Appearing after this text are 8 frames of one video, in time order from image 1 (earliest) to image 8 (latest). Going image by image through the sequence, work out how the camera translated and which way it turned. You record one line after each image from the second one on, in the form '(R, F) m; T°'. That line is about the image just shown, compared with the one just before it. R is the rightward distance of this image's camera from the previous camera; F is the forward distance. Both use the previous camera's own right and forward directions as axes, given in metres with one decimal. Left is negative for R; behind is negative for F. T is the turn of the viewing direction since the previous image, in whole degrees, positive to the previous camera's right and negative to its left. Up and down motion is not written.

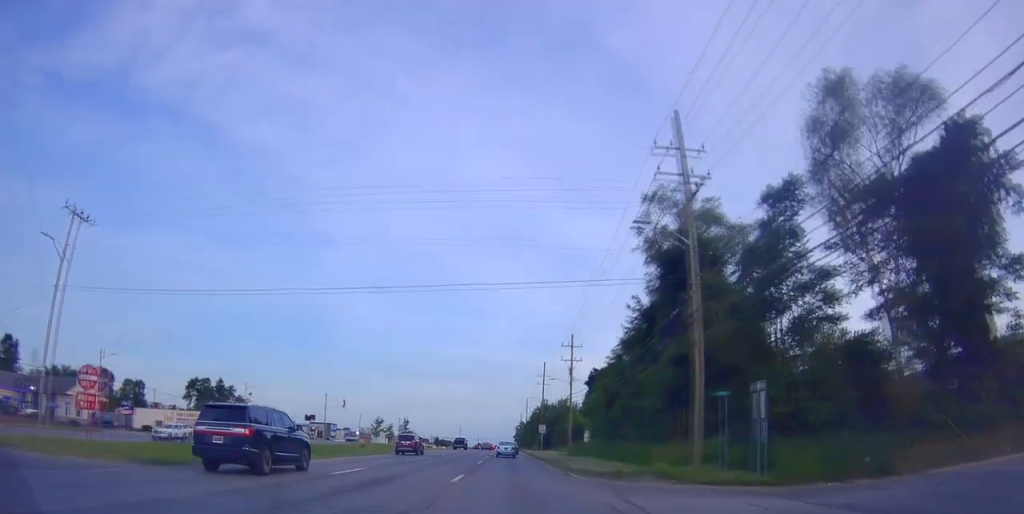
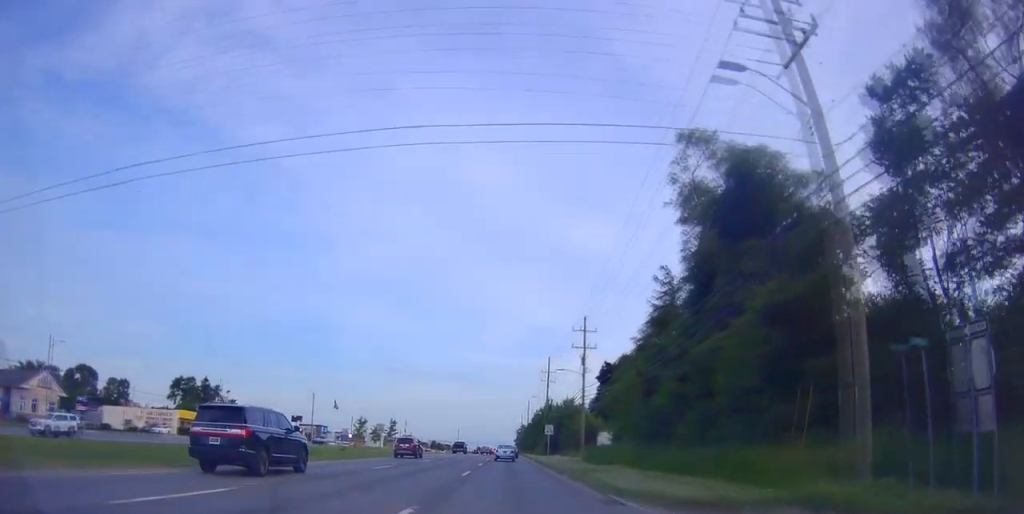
(-0.3, +11.5) m; 0°
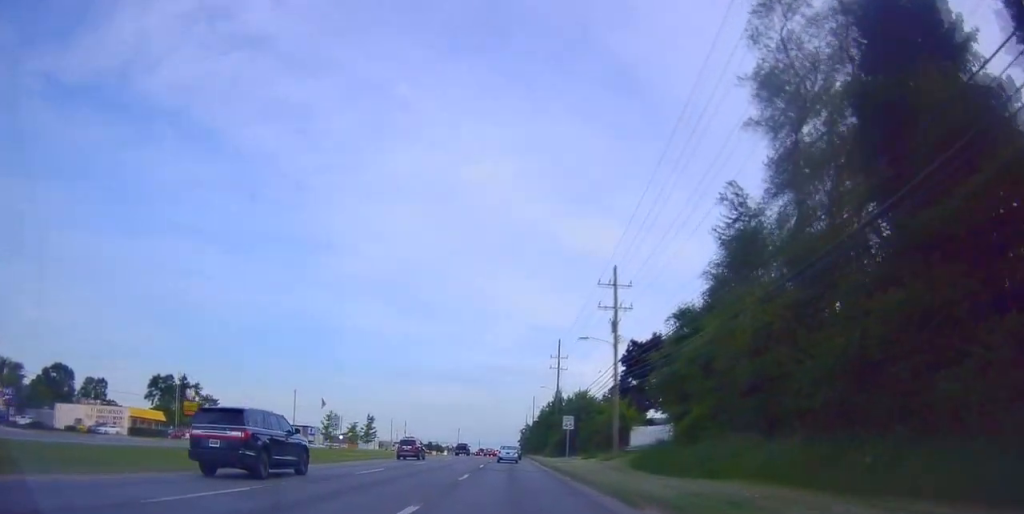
(+0.3, +16.3) m; +2°
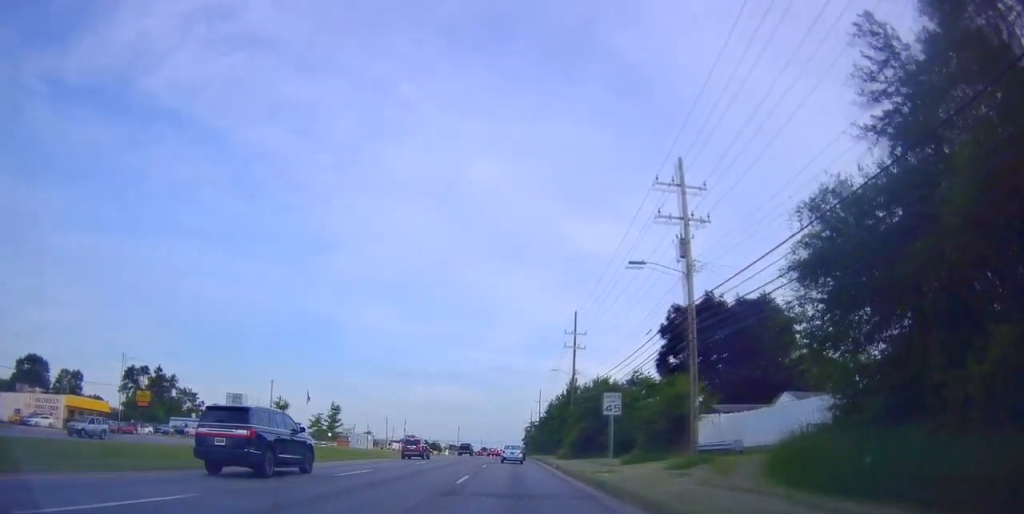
(+0.3, +17.0) m; 0°
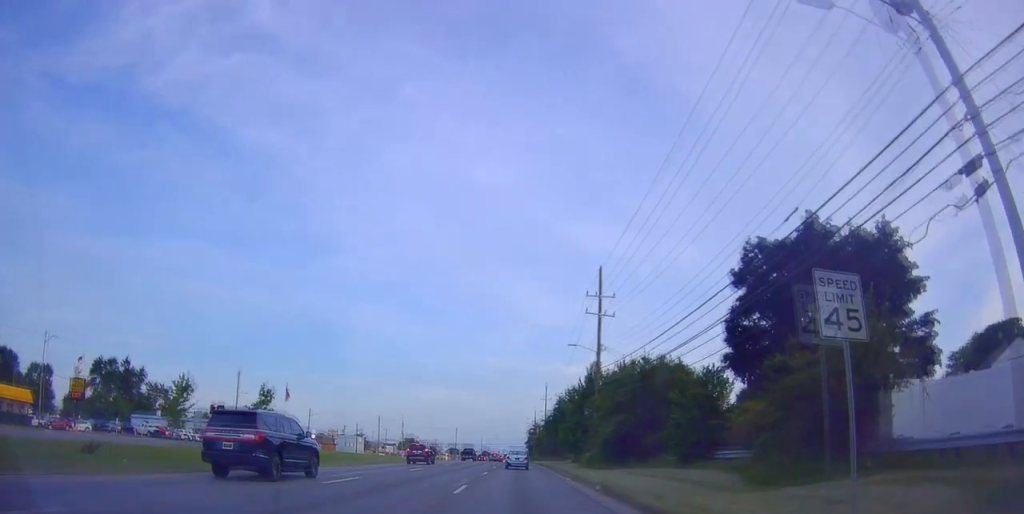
(-0.2, +18.1) m; -2°
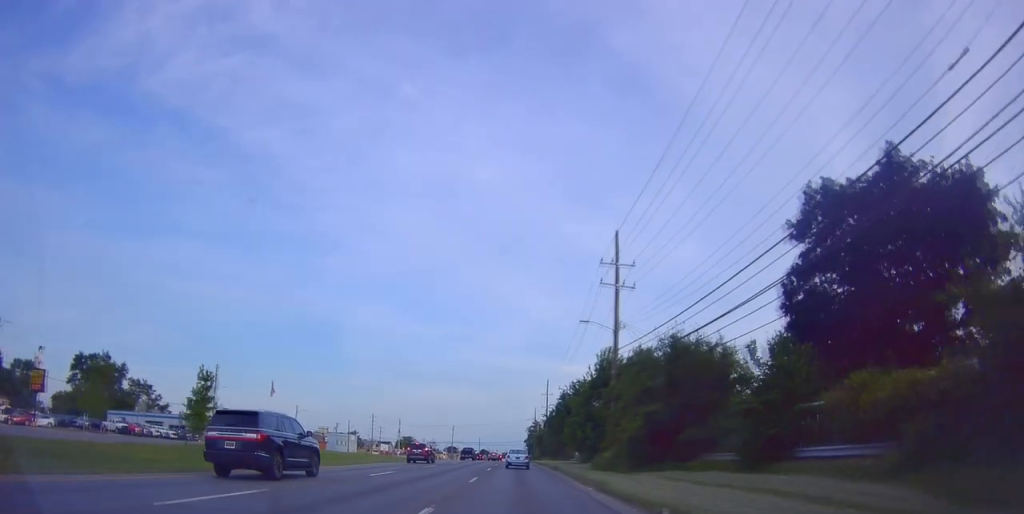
(-0.2, +9.0) m; -1°
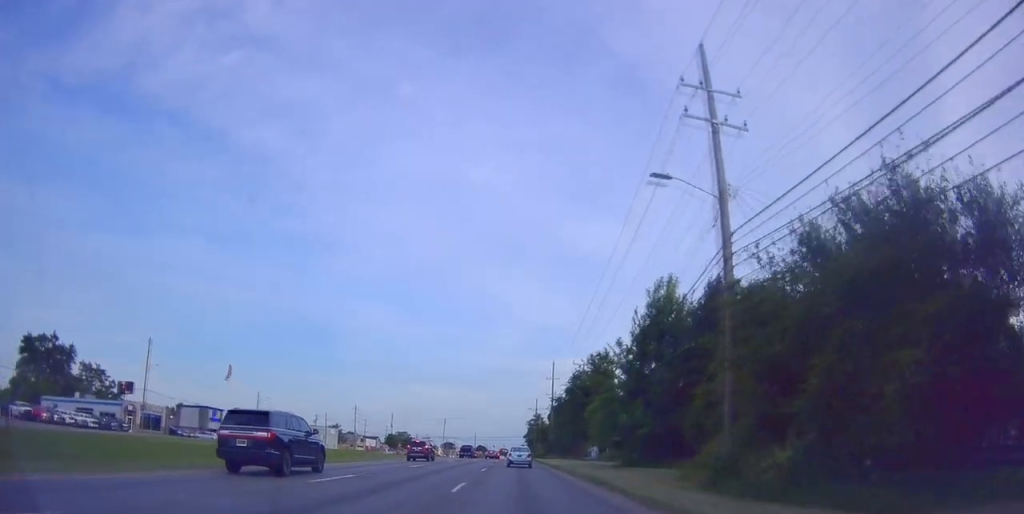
(-0.1, +22.3) m; +1°
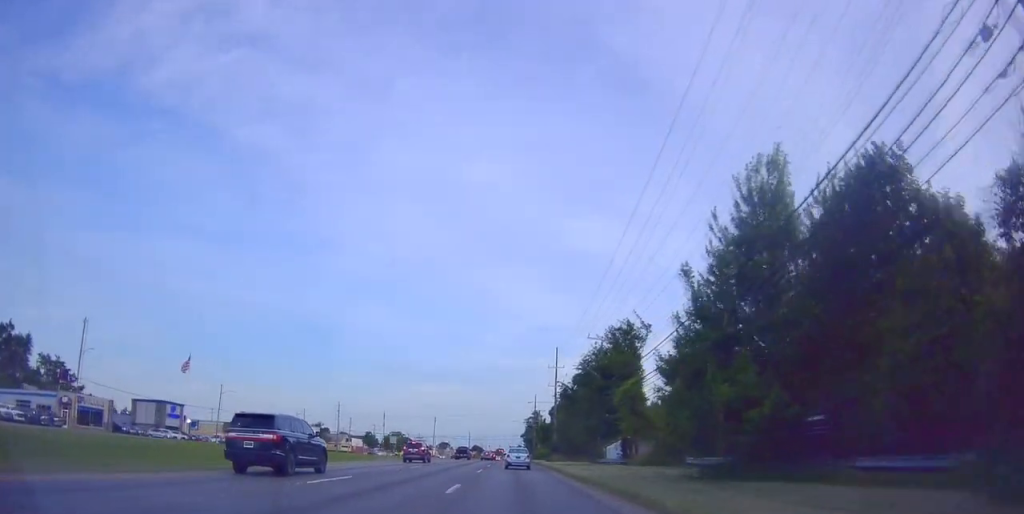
(+0.3, +15.5) m; +2°
